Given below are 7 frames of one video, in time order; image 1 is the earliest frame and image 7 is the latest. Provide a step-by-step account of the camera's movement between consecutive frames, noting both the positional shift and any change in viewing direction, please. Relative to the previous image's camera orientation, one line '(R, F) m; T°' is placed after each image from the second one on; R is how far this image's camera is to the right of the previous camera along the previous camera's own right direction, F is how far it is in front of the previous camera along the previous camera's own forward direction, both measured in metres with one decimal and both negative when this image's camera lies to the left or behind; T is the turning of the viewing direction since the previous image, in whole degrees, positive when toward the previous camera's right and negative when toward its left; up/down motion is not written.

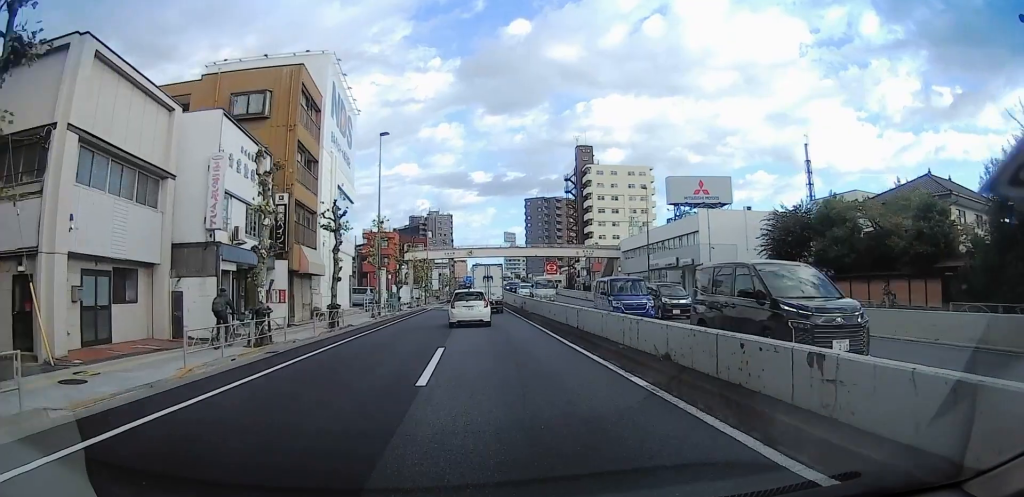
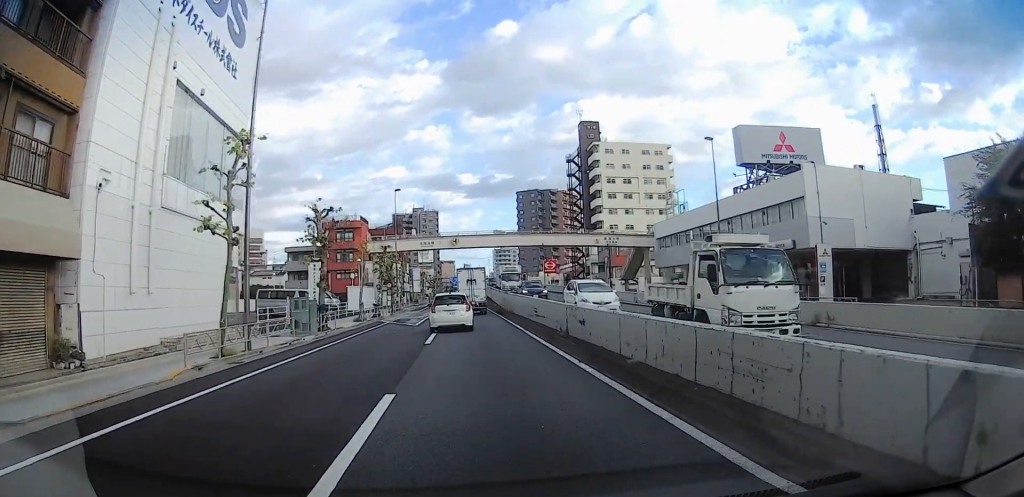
(+0.3, +23.3) m; 0°
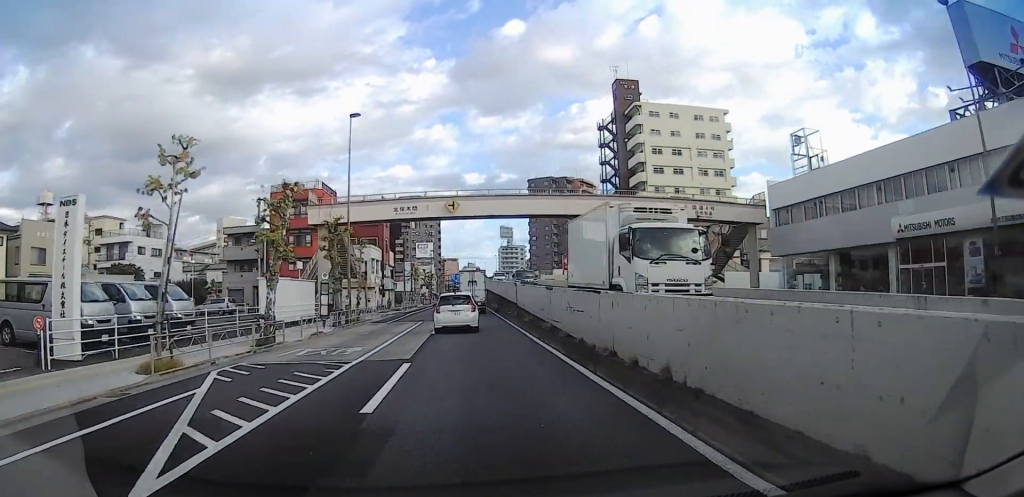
(0.0, +26.3) m; +1°
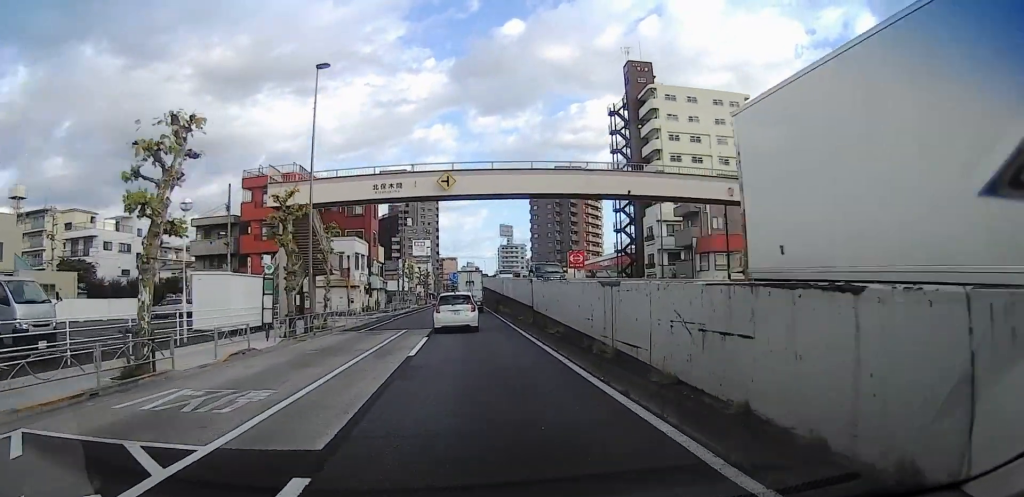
(0.0, +8.5) m; 0°
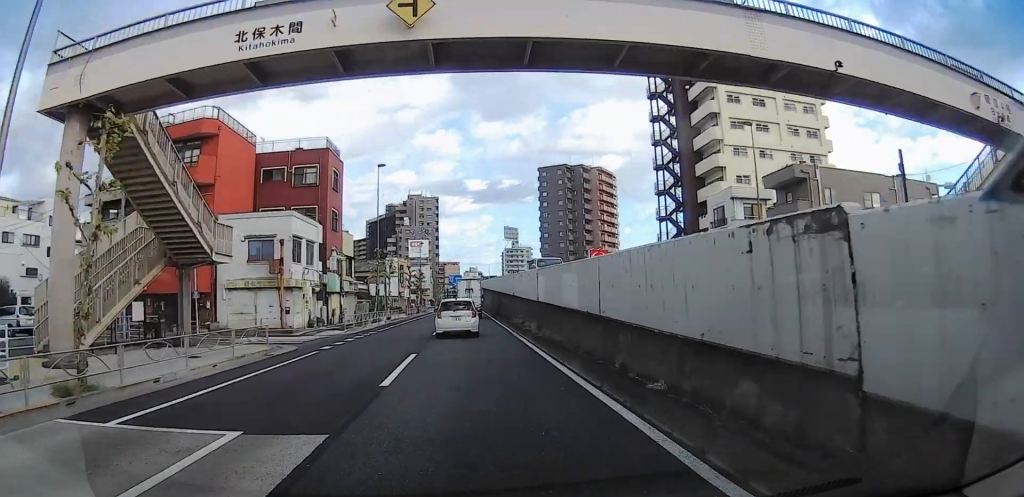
(-0.1, +19.4) m; 0°
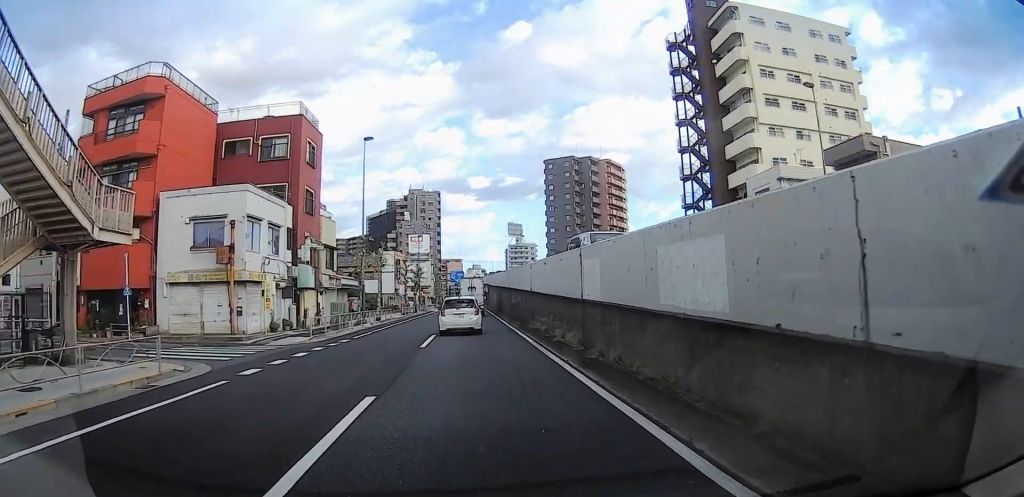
(0.0, +8.0) m; 0°
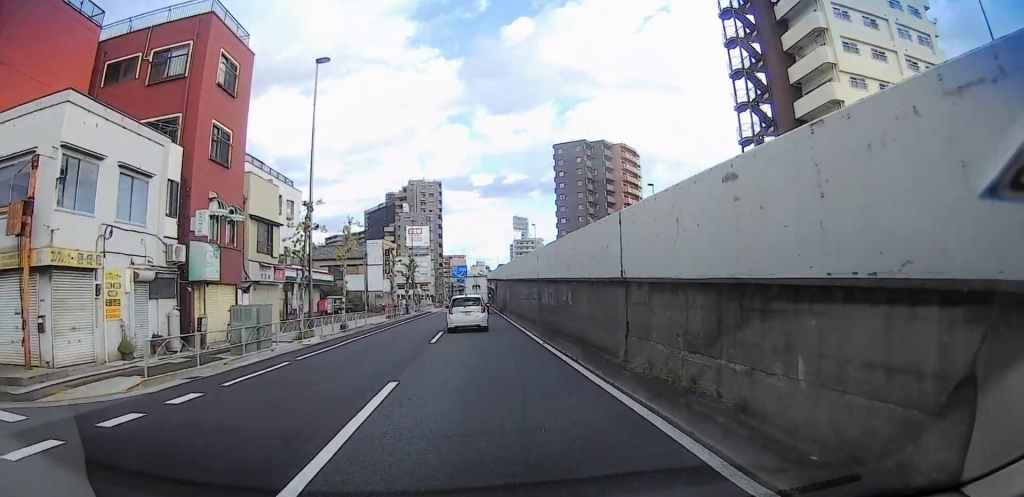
(0.0, +14.2) m; 0°
